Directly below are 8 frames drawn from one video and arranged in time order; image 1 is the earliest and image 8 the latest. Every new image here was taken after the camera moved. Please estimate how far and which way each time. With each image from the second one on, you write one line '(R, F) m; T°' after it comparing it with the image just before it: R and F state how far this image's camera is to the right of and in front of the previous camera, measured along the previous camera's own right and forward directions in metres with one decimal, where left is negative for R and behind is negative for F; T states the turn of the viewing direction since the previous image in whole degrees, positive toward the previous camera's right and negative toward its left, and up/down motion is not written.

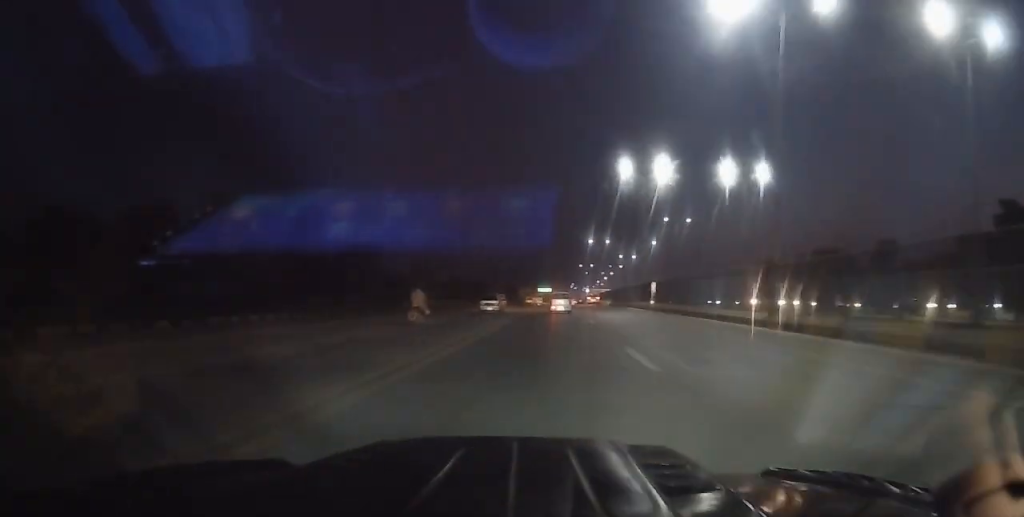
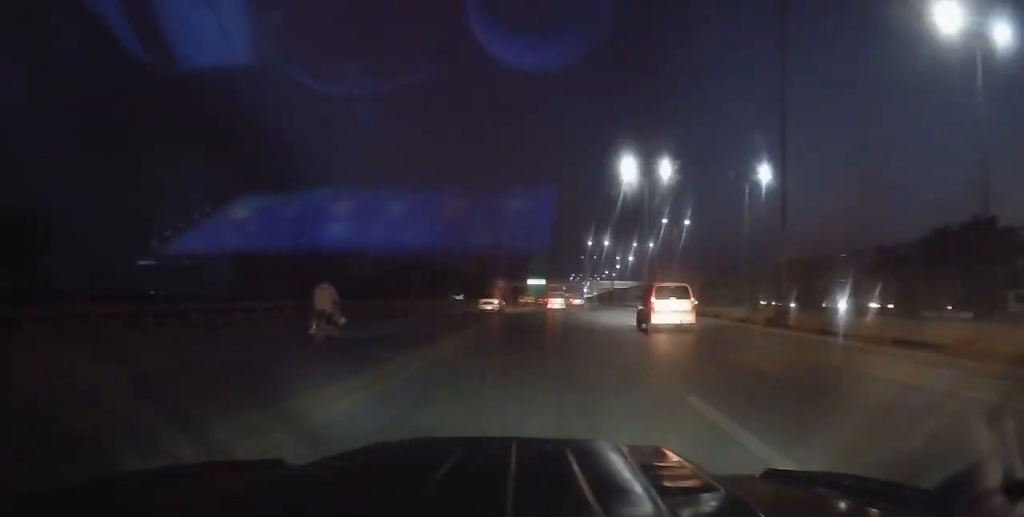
(-6.1, +67.3) m; -1°
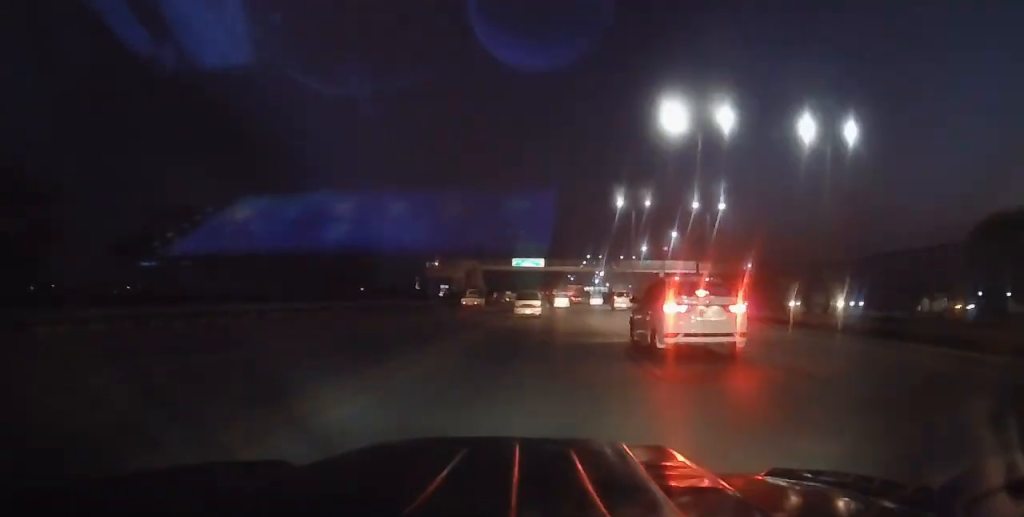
(+8.2, +81.9) m; +5°
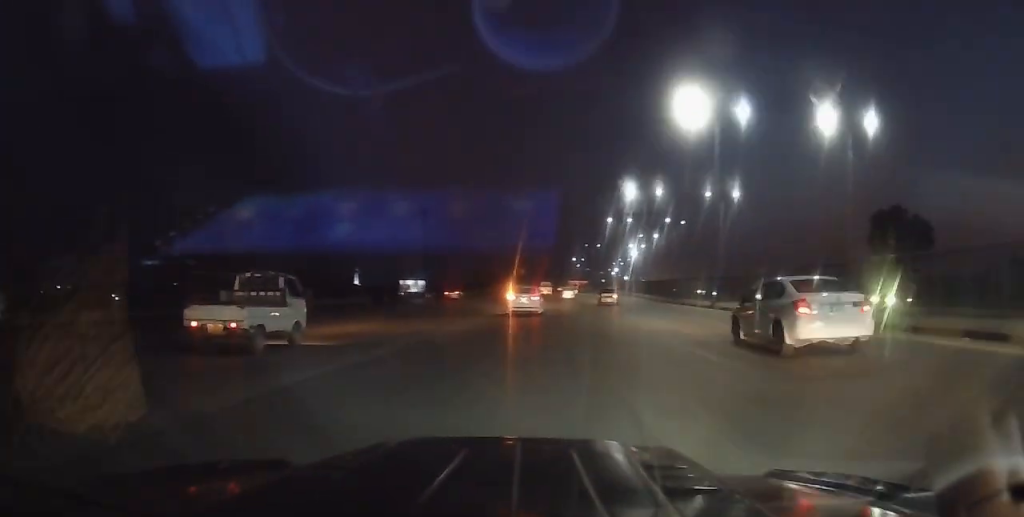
(-1.4, +177.4) m; 0°
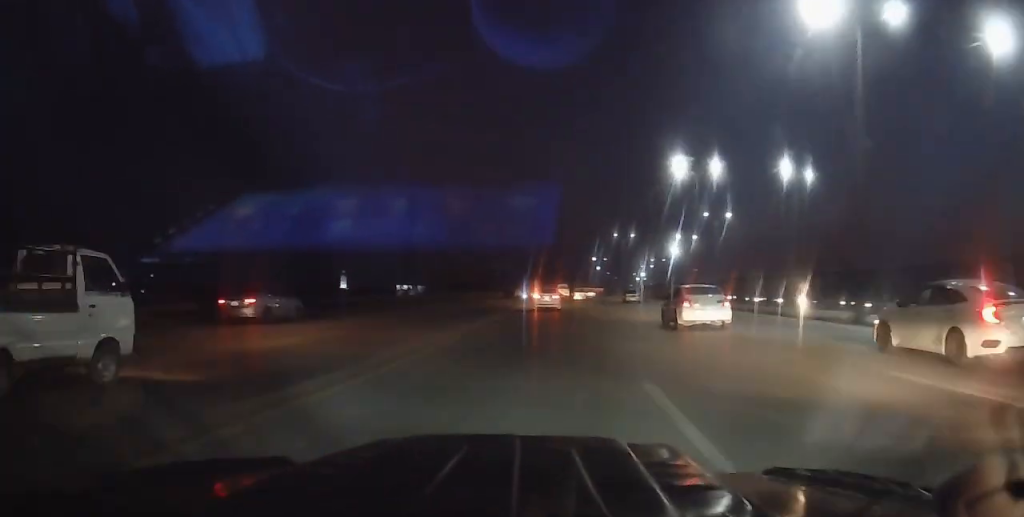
(0.0, +51.7) m; 0°
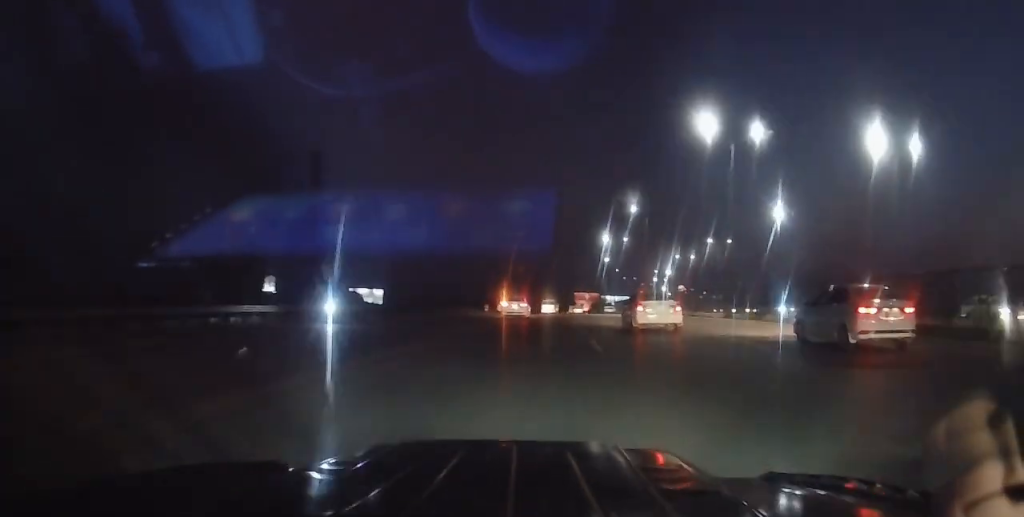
(-0.5, +81.5) m; +1°
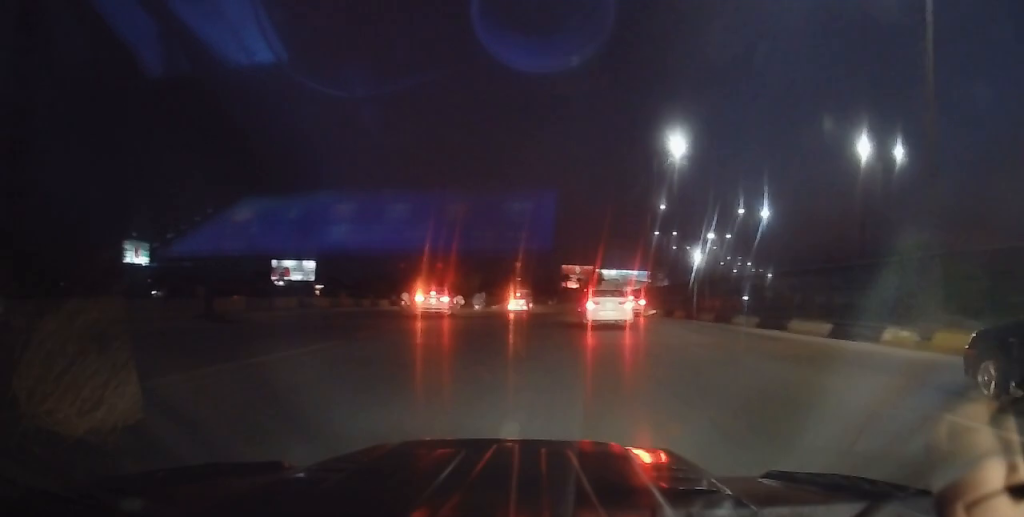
(+1.2, +88.2) m; +5°
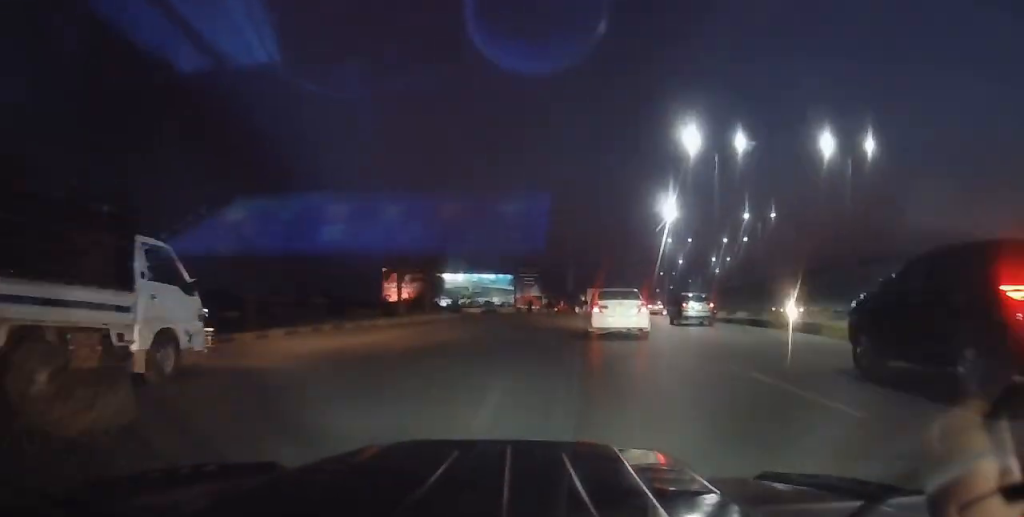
(+10.2, +114.2) m; +13°
